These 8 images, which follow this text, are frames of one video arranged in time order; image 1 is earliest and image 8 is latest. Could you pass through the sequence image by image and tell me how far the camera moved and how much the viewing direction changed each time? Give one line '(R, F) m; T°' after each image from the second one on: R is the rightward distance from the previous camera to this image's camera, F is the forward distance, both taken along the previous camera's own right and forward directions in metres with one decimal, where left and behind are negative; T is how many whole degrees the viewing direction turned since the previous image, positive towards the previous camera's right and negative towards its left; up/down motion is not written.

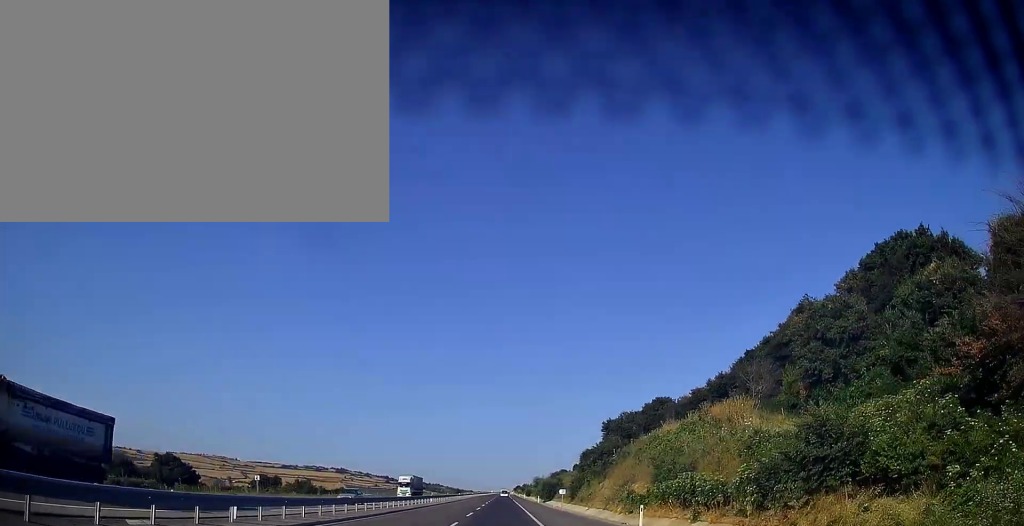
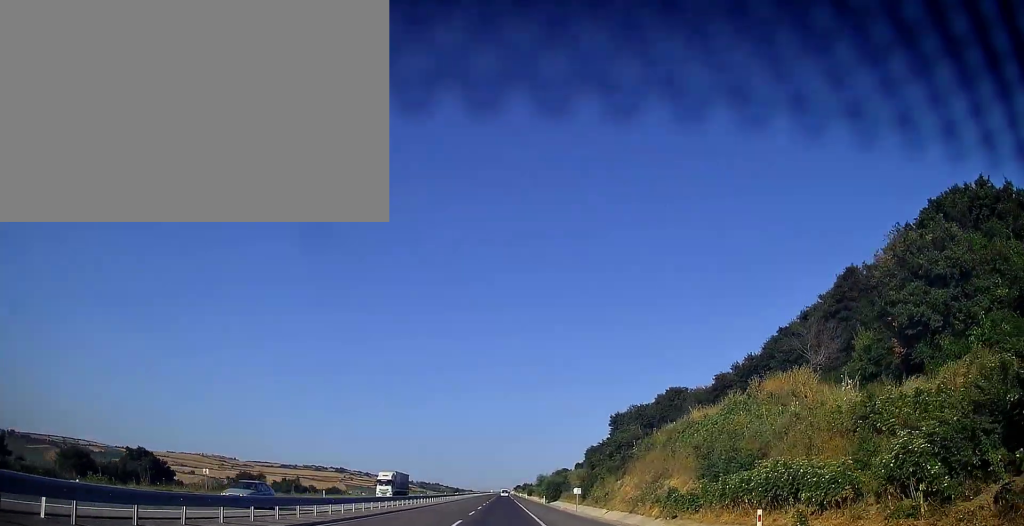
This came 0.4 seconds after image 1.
(-0.1, +11.7) m; 0°
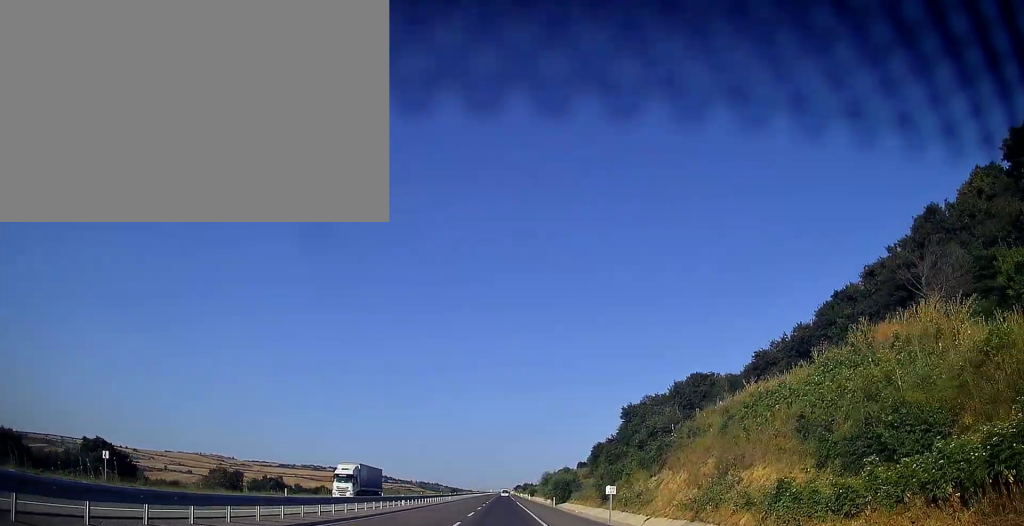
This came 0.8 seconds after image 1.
(-0.1, +12.7) m; 0°
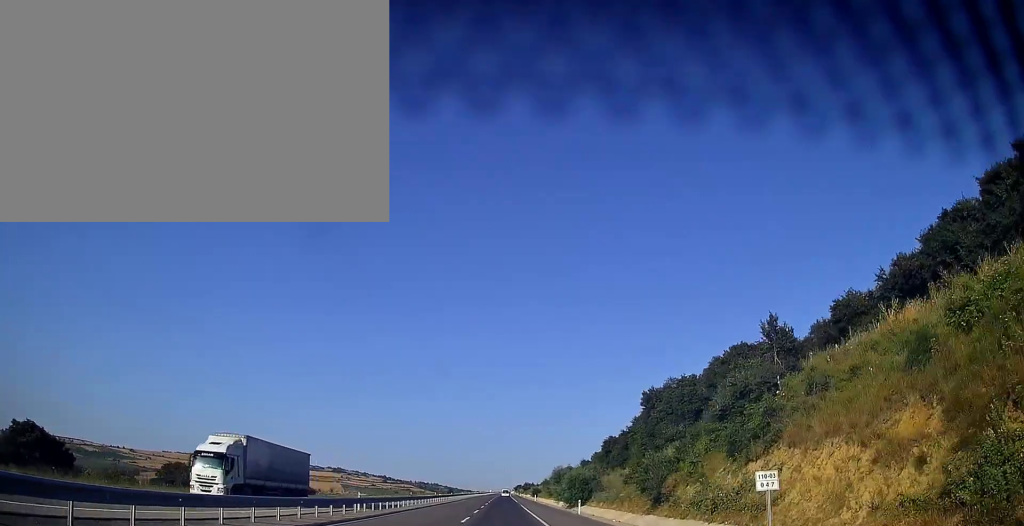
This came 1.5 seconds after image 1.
(+0.1, +18.6) m; 0°
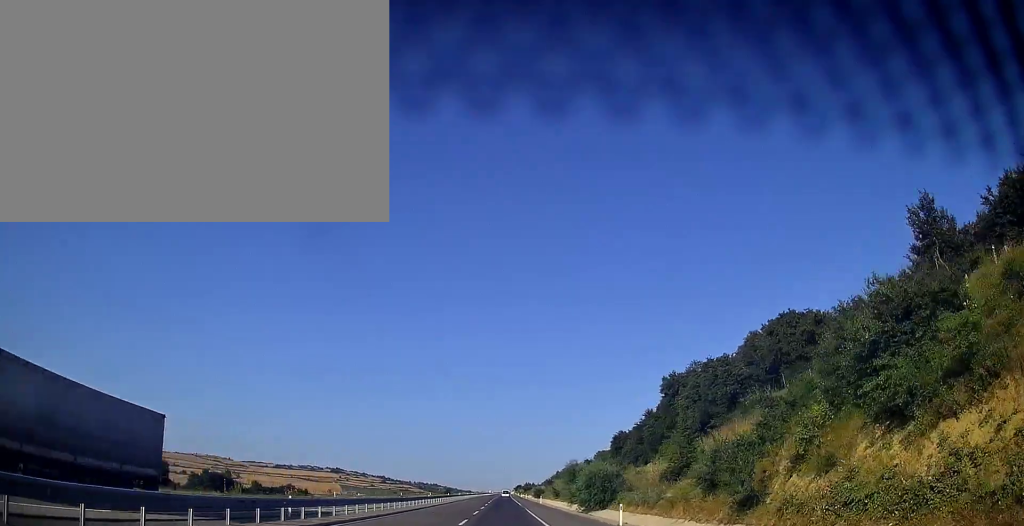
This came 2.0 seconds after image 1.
(0.0, +14.7) m; 0°
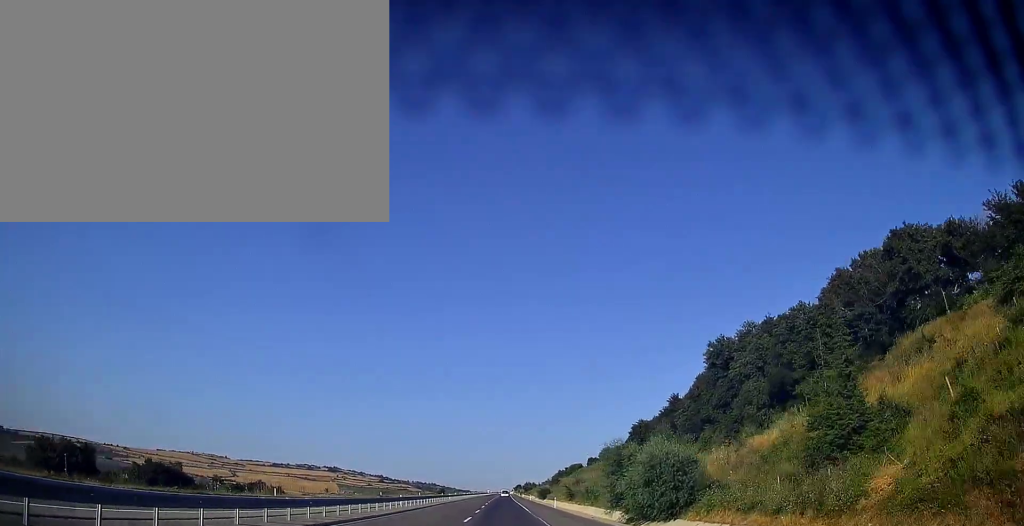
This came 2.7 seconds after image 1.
(0.0, +21.5) m; 0°
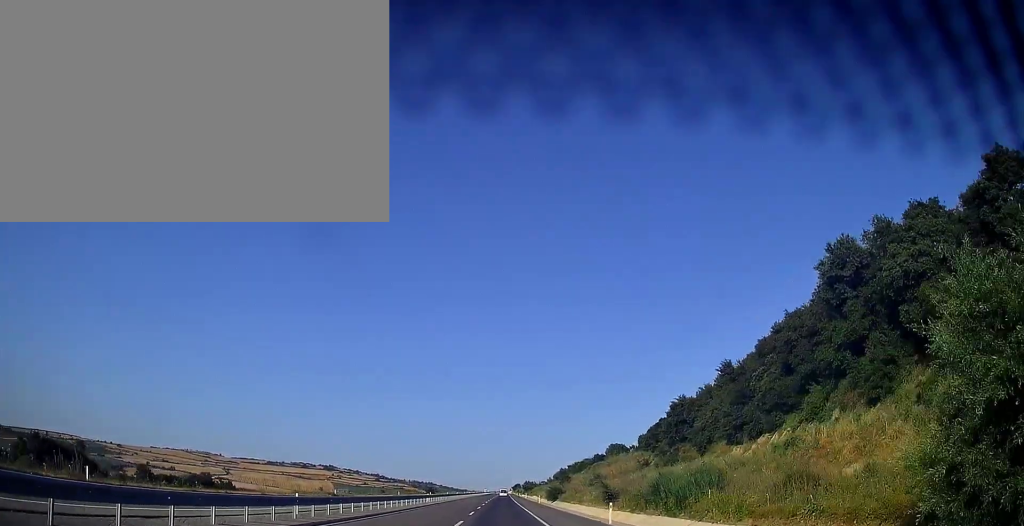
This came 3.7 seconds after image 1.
(0.0, +29.3) m; 0°
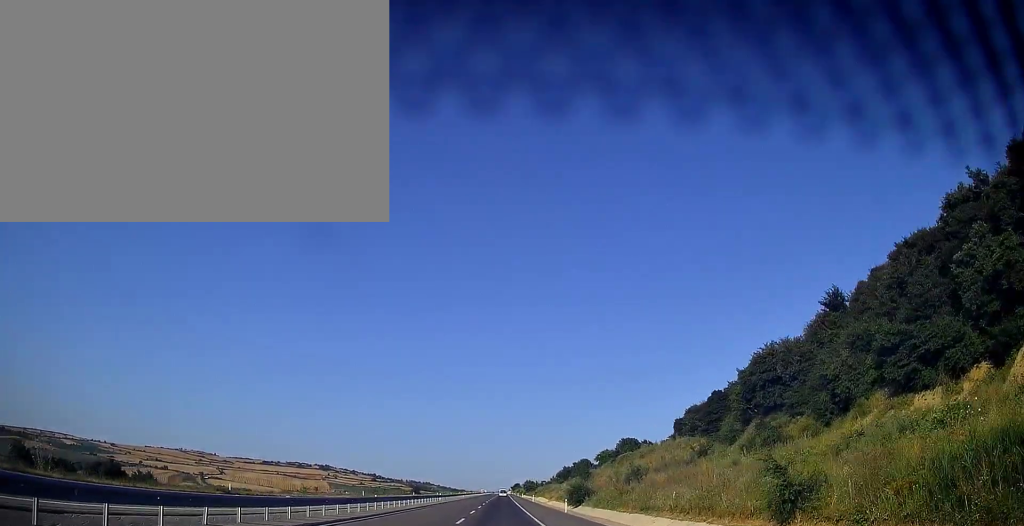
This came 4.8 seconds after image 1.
(0.0, +31.3) m; +1°
